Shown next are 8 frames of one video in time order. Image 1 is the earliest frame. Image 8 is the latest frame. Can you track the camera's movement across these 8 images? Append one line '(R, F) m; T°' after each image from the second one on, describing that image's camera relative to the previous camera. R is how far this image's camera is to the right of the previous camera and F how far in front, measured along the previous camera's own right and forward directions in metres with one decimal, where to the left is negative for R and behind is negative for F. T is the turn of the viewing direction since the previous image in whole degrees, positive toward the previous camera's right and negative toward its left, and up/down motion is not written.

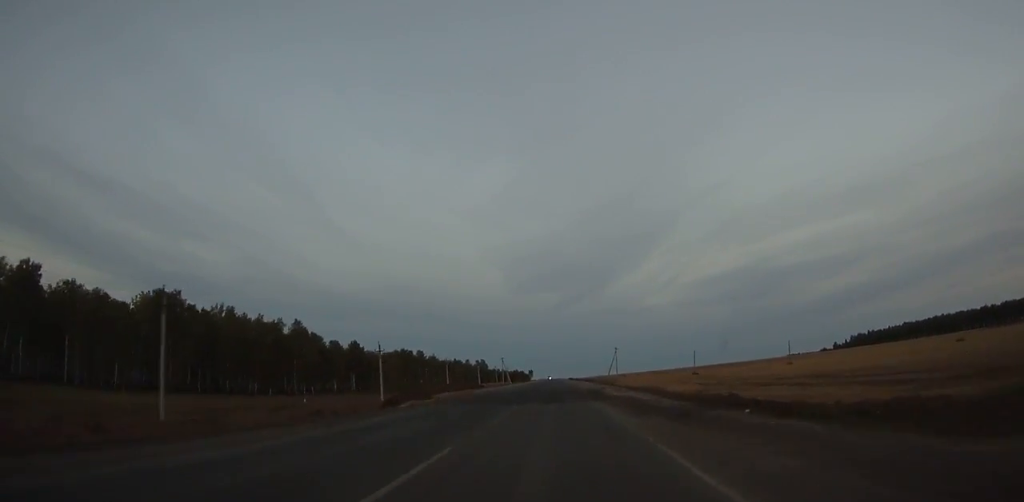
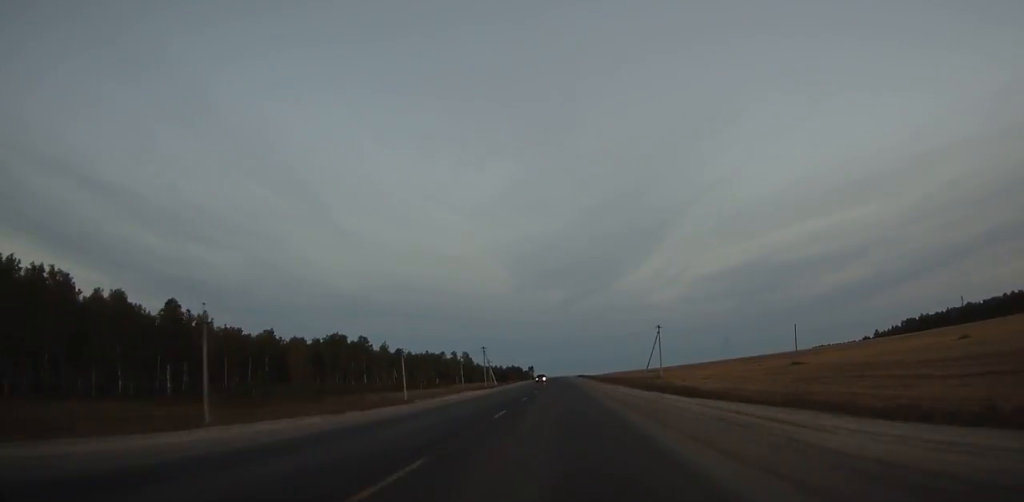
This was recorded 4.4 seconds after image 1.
(-0.2, +94.6) m; 0°
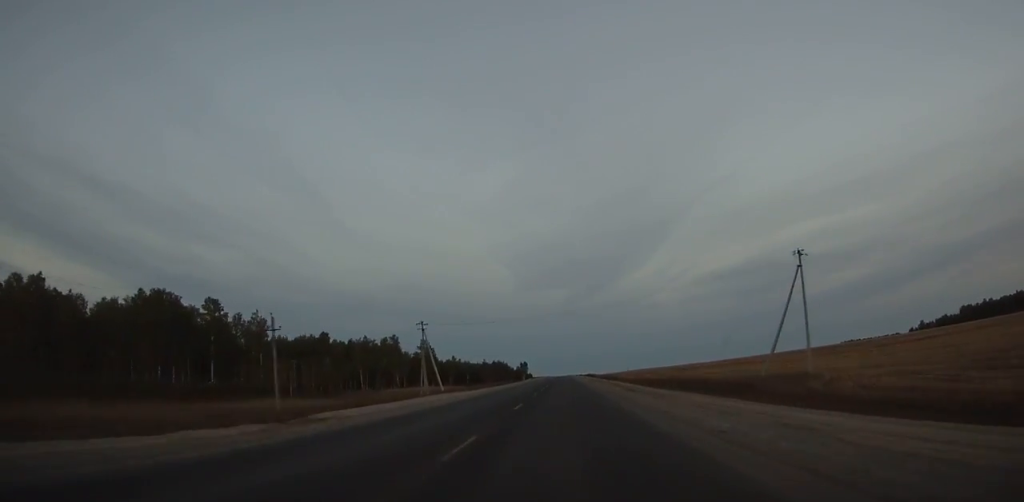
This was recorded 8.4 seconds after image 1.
(-0.2, +91.8) m; 0°
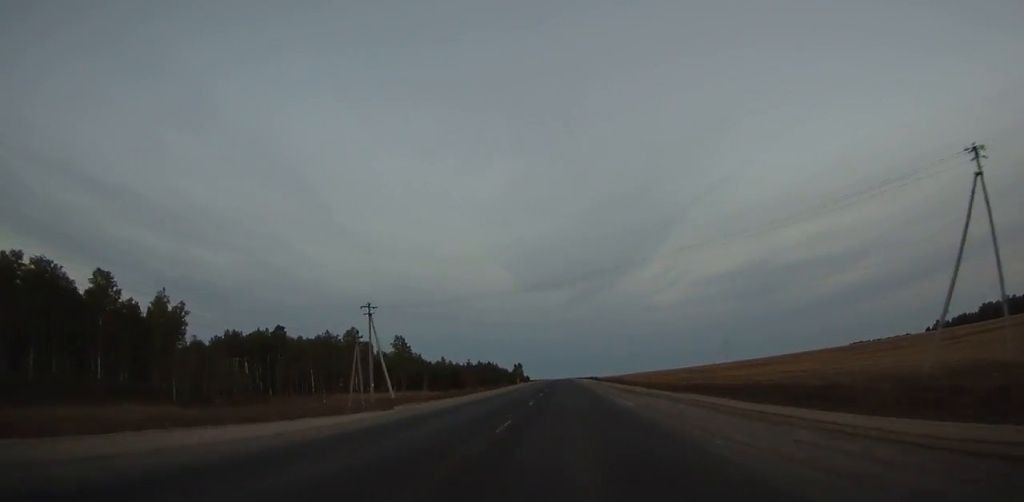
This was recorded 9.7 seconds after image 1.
(-0.2, +30.6) m; 0°
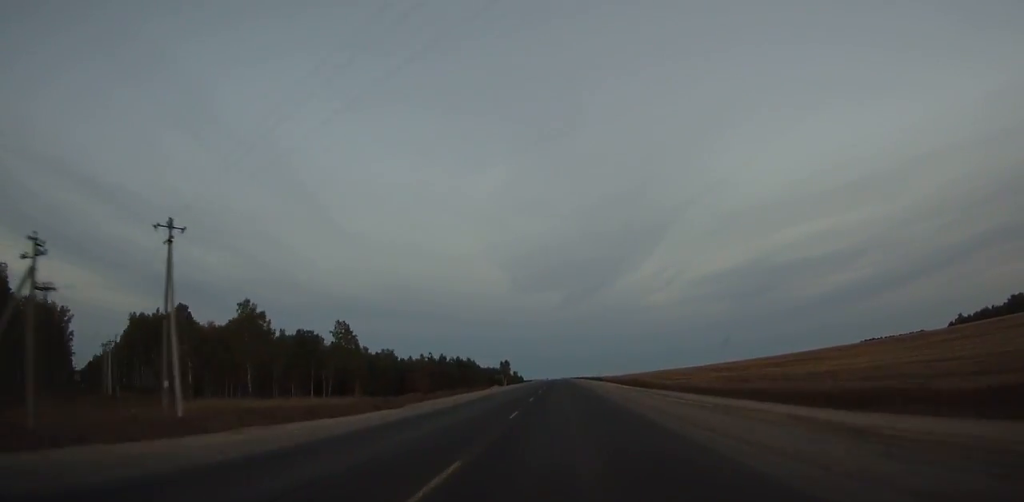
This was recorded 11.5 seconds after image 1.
(+0.1, +43.6) m; 0°
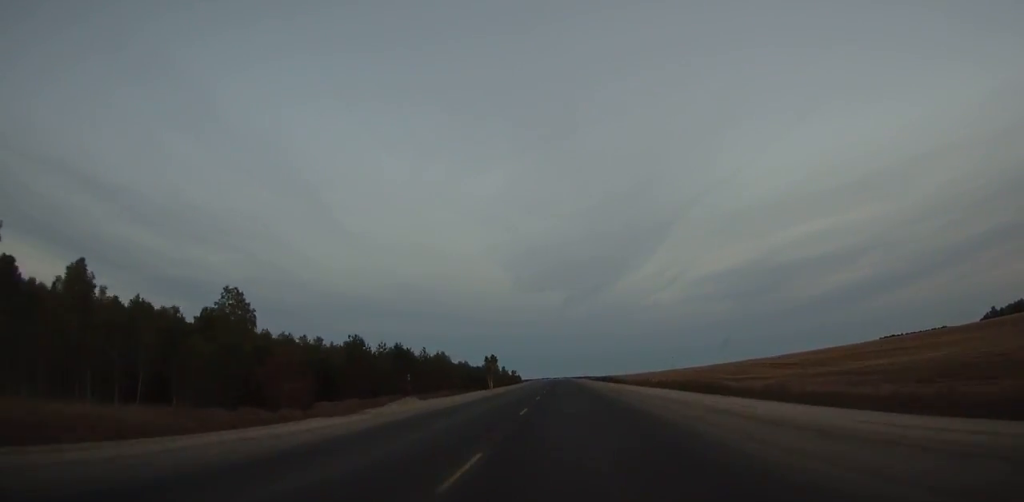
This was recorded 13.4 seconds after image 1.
(+0.2, +46.6) m; 0°
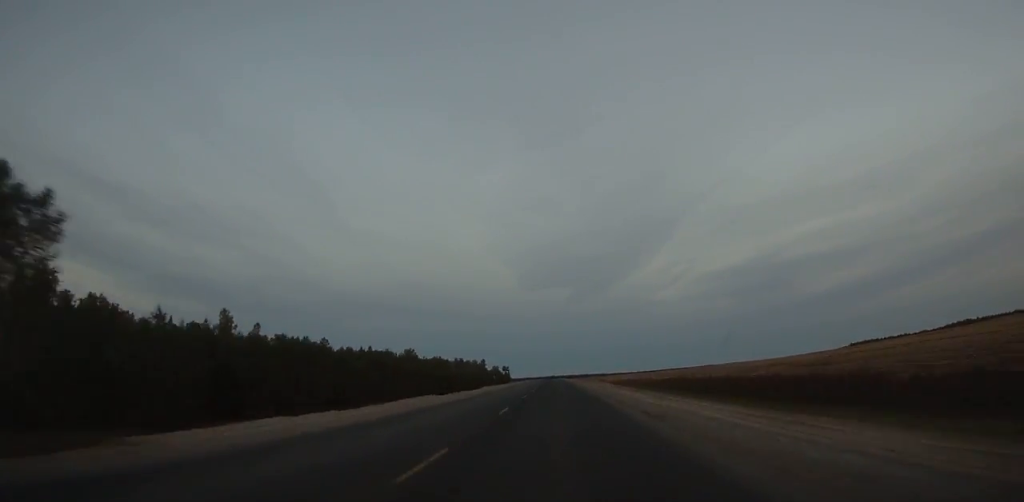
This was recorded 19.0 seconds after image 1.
(-1.0, +141.7) m; -1°
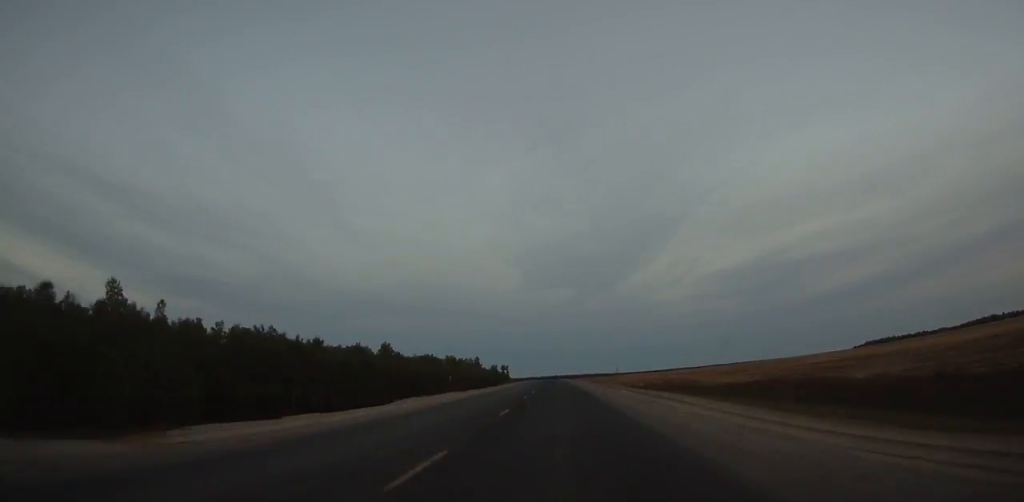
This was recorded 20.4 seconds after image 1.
(-0.2, +36.1) m; 0°
